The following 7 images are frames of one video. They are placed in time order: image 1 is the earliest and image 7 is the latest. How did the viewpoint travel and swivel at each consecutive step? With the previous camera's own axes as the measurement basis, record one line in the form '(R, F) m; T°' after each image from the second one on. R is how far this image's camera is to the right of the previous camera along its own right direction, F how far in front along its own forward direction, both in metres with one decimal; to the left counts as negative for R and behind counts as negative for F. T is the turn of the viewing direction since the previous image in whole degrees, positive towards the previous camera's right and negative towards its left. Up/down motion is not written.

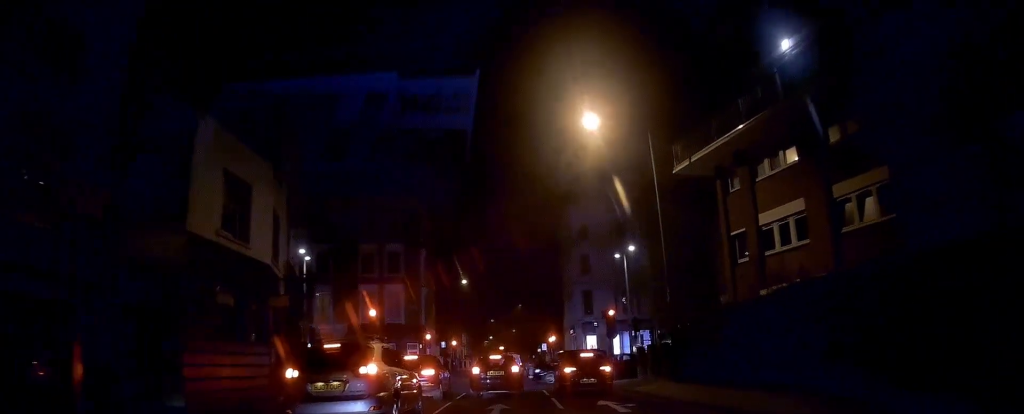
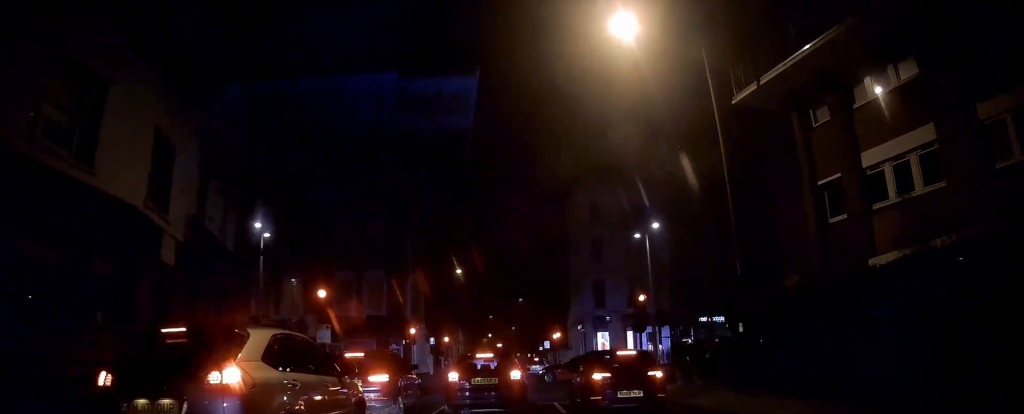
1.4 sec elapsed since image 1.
(+0.2, +8.1) m; +1°
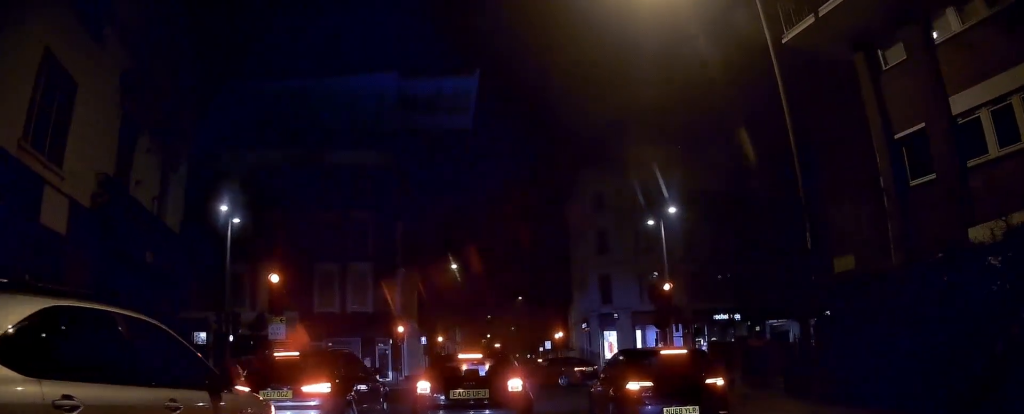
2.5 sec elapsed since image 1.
(-0.1, +5.2) m; -1°
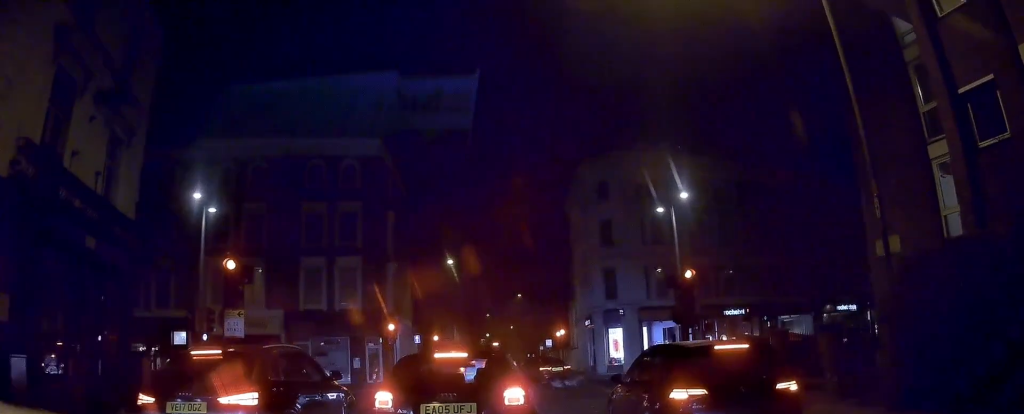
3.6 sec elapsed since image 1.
(-0.1, +3.5) m; -1°
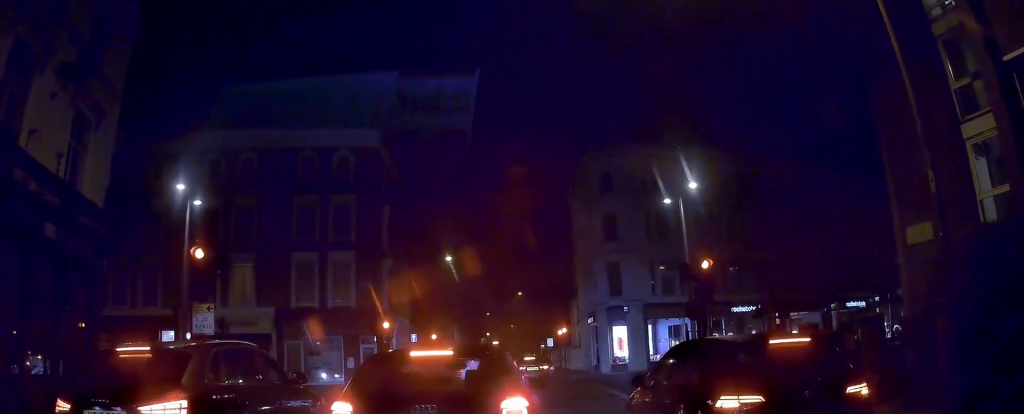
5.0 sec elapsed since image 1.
(0.0, +2.8) m; +1°
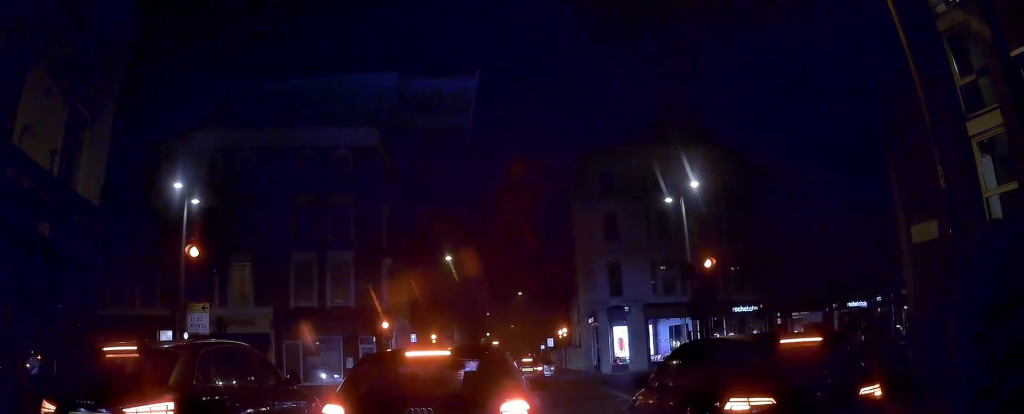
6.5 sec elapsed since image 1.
(+0.3, +1.0) m; 0°
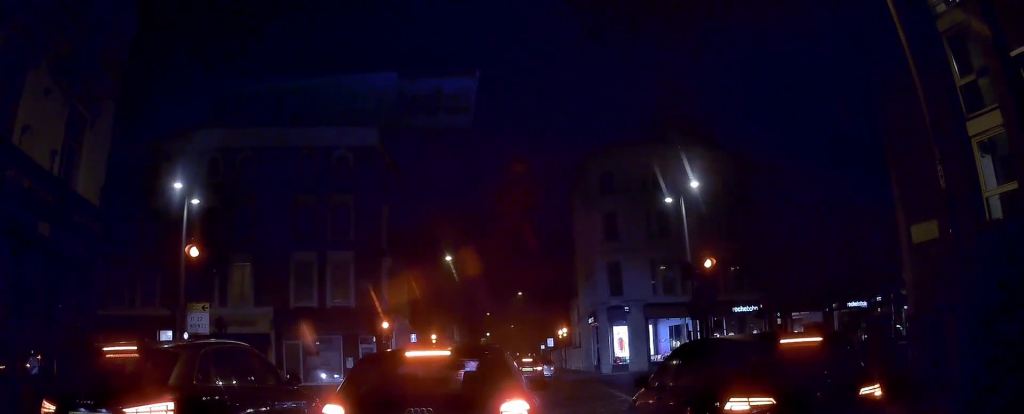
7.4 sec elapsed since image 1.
(0.0, +0.2) m; 0°
